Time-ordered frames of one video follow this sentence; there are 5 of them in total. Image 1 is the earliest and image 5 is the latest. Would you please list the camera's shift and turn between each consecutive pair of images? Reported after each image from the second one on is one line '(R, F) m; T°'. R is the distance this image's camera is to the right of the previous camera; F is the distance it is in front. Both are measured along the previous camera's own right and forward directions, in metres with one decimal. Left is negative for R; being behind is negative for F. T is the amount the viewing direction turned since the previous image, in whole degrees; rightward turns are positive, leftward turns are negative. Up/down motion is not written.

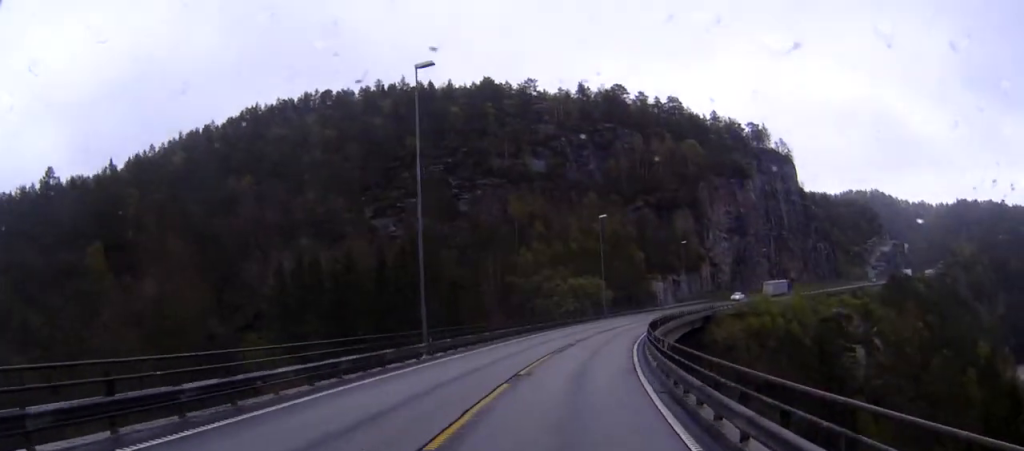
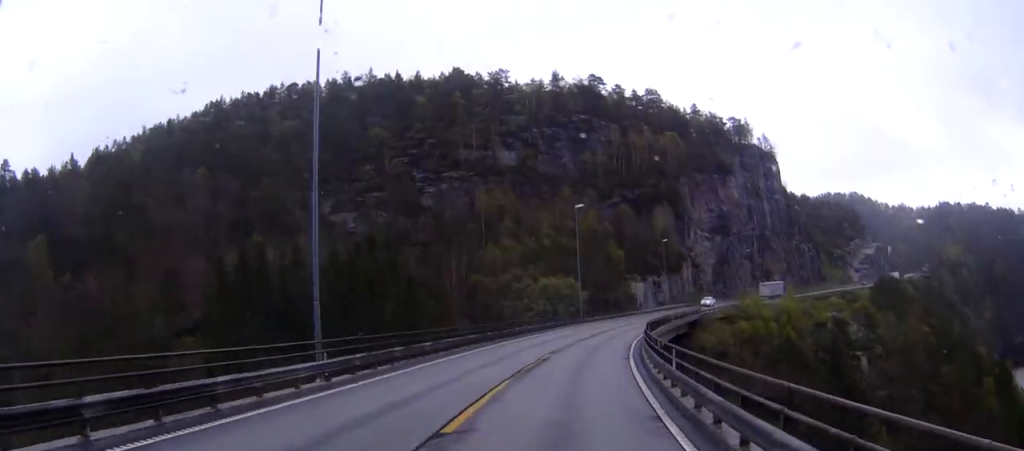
(+0.5, +10.4) m; +3°
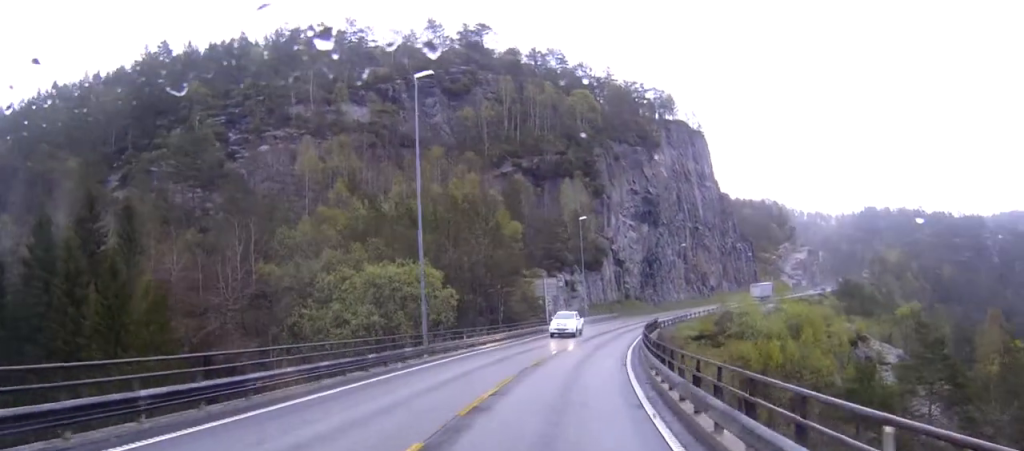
(+2.8, +45.8) m; +4°
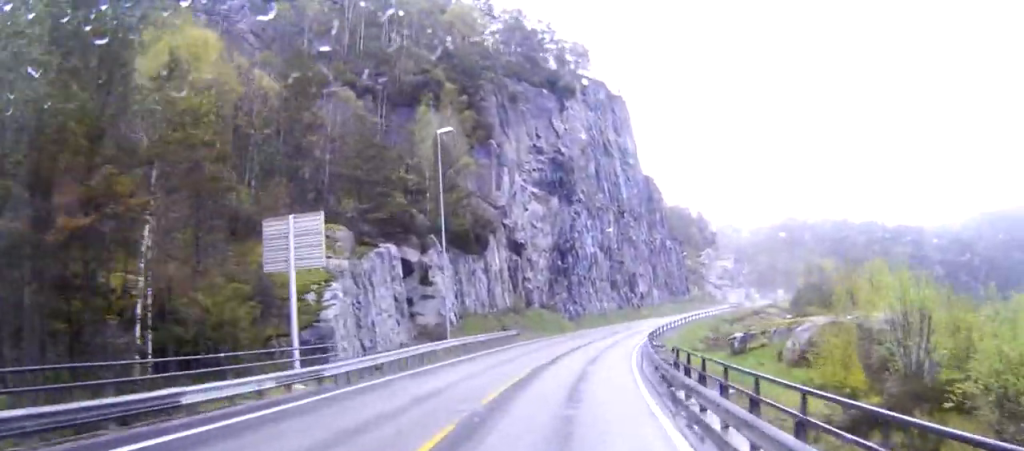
(+3.8, +46.3) m; +9°
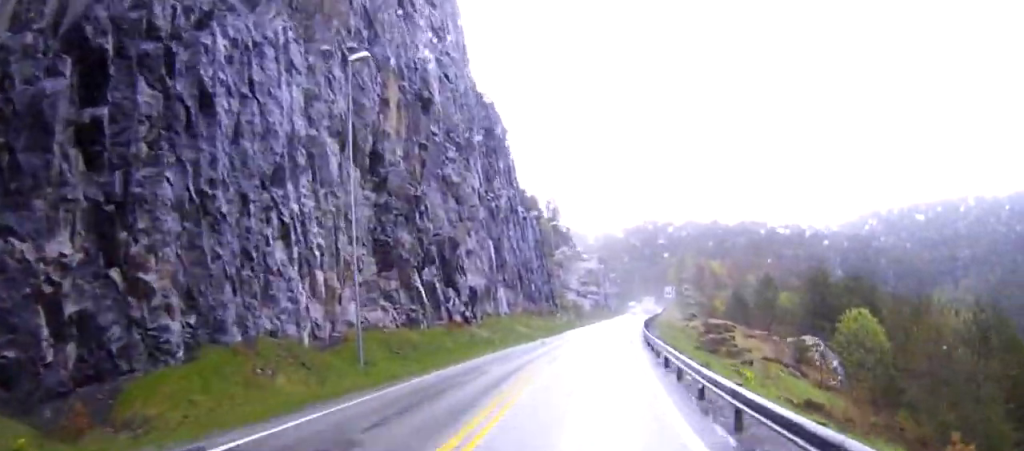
(+4.4, +70.5) m; +12°
